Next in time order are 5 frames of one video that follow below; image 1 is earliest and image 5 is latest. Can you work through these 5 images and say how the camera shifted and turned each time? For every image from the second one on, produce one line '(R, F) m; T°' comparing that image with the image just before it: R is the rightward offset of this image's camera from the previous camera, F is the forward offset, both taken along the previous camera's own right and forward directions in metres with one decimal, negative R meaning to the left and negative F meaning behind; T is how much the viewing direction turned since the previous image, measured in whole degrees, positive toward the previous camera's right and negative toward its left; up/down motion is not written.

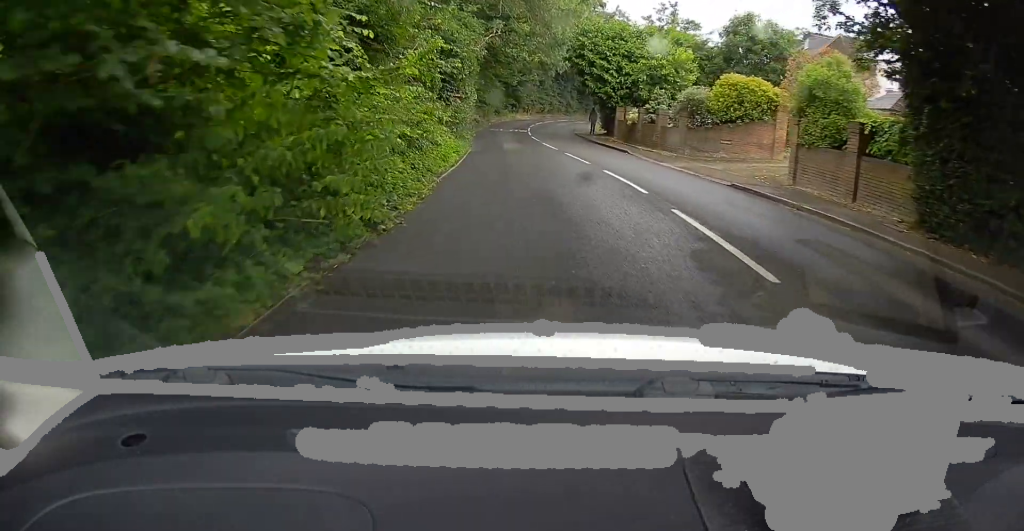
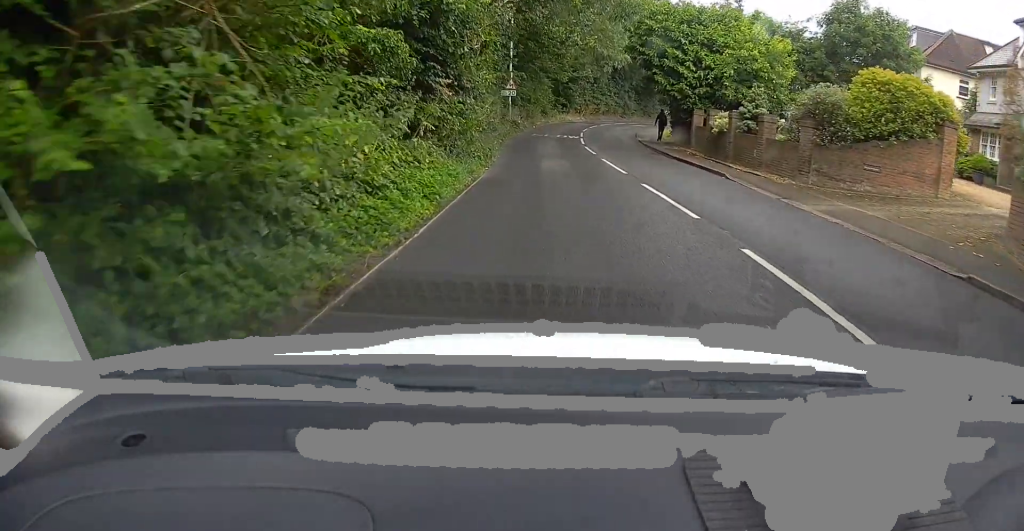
(-0.5, +8.2) m; -7°
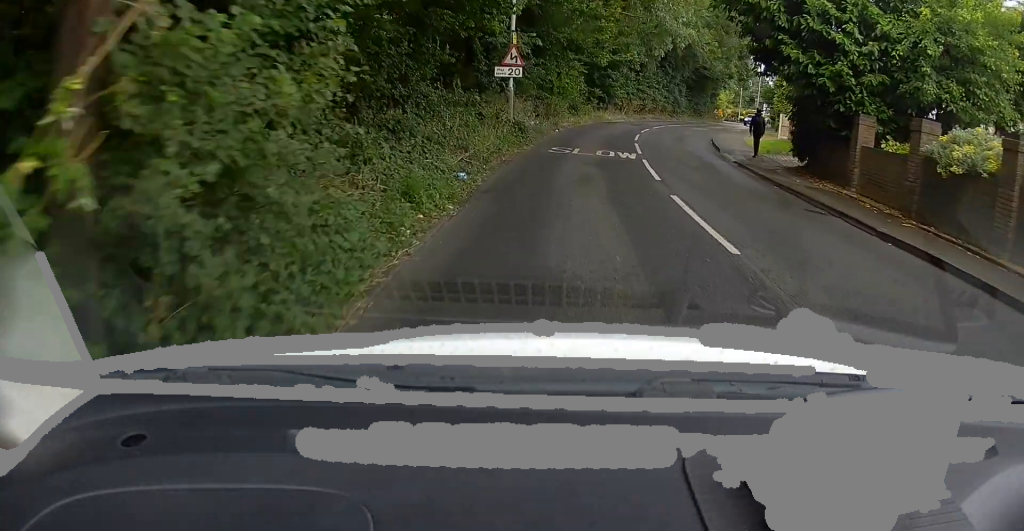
(-0.9, +14.9) m; -5°
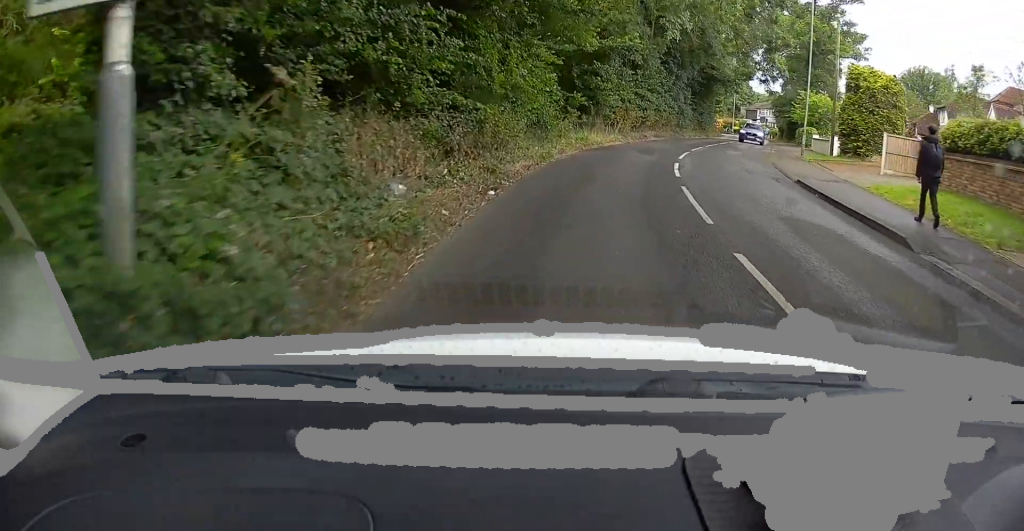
(+0.4, +16.0) m; +8°
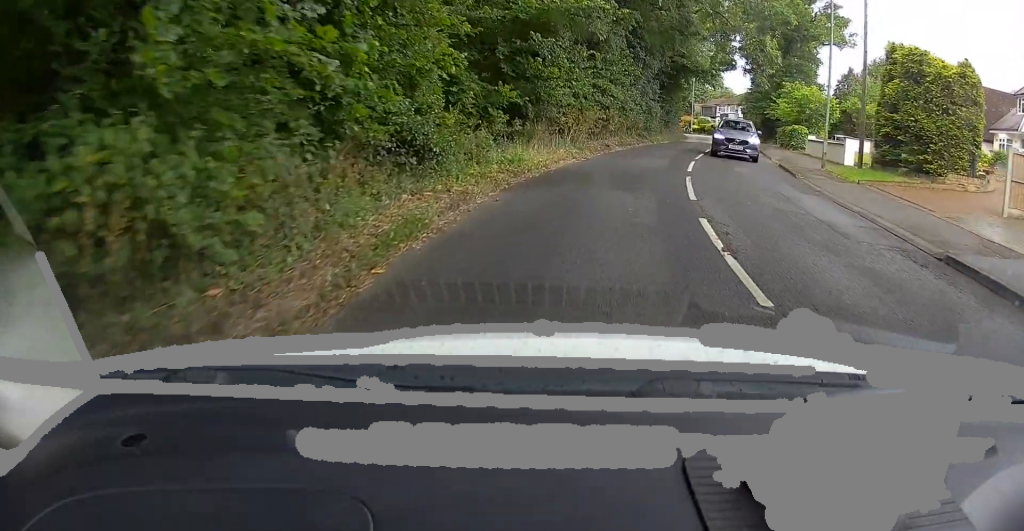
(+0.5, +9.5) m; +2°
